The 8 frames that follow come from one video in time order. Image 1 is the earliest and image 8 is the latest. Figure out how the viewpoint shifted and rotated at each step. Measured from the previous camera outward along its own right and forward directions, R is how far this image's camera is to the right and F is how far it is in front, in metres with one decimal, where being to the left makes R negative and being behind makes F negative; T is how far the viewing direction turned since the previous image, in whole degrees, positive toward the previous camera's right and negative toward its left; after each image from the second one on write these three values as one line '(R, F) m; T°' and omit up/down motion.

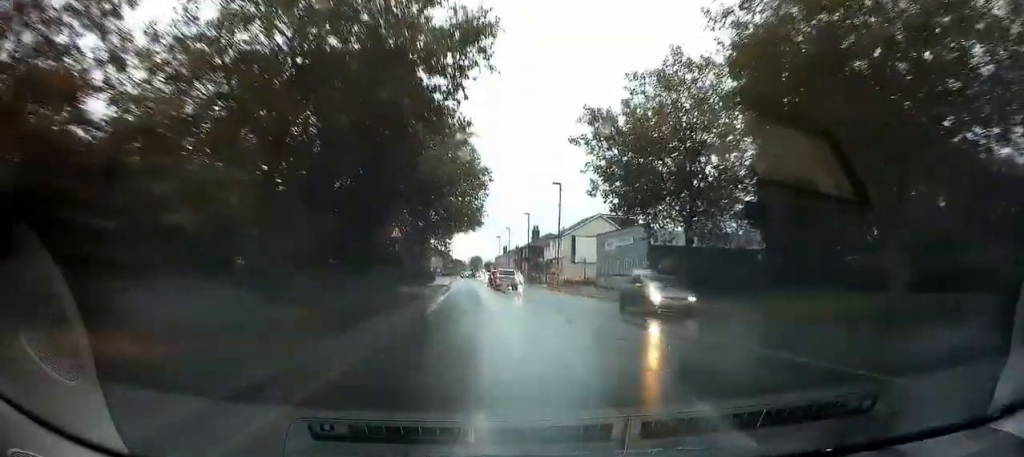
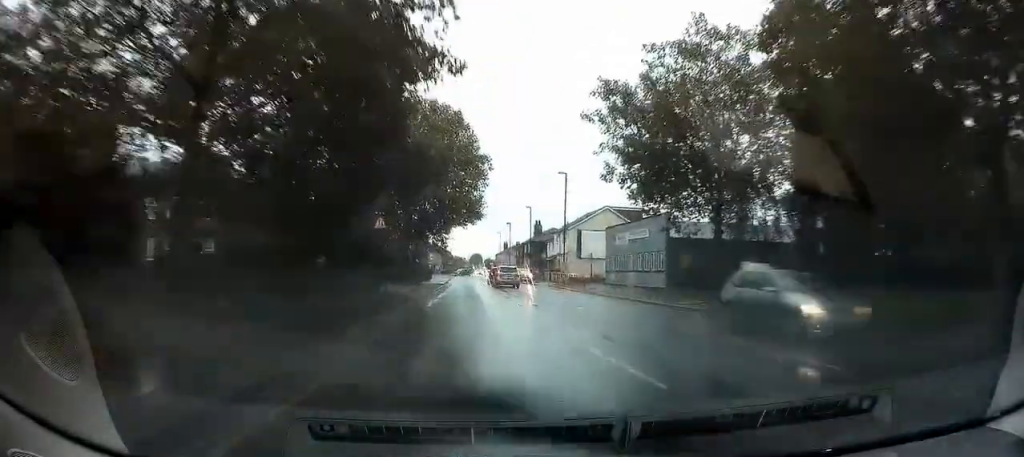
(-0.2, +4.4) m; +1°
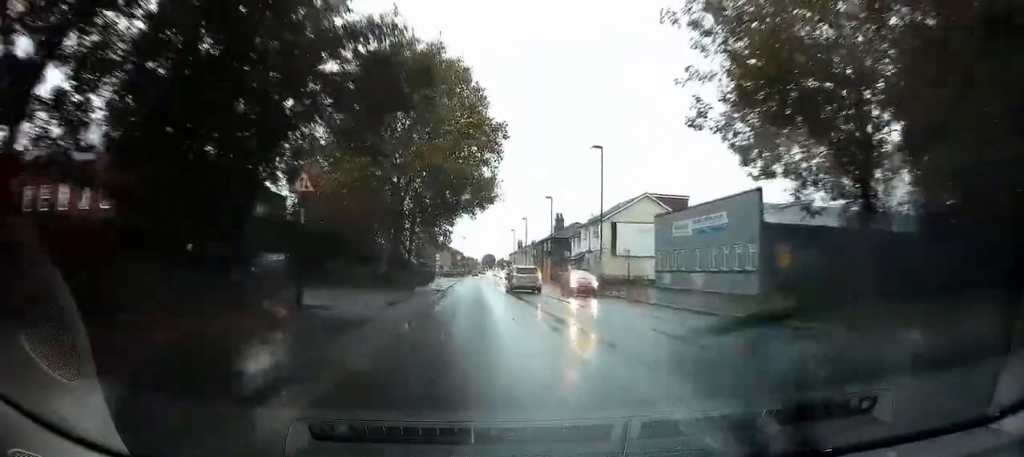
(+0.4, +11.9) m; 0°
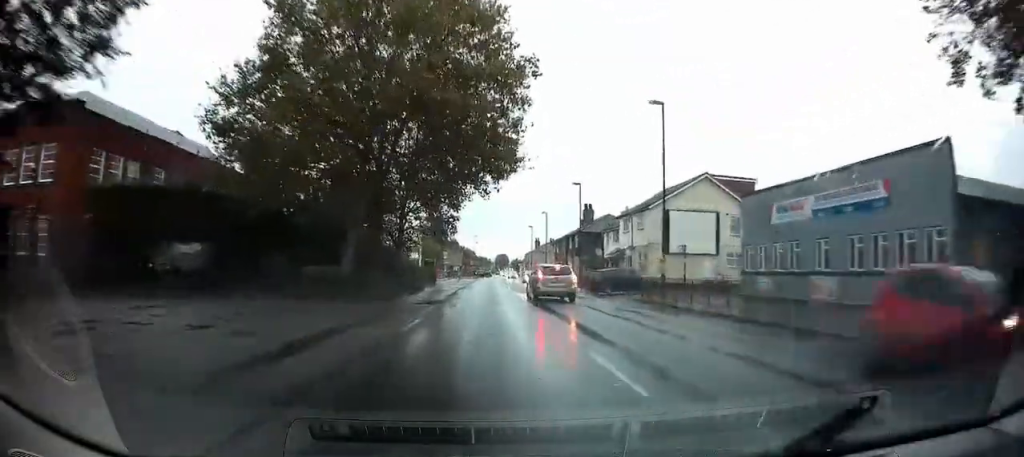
(-0.3, +11.8) m; -2°
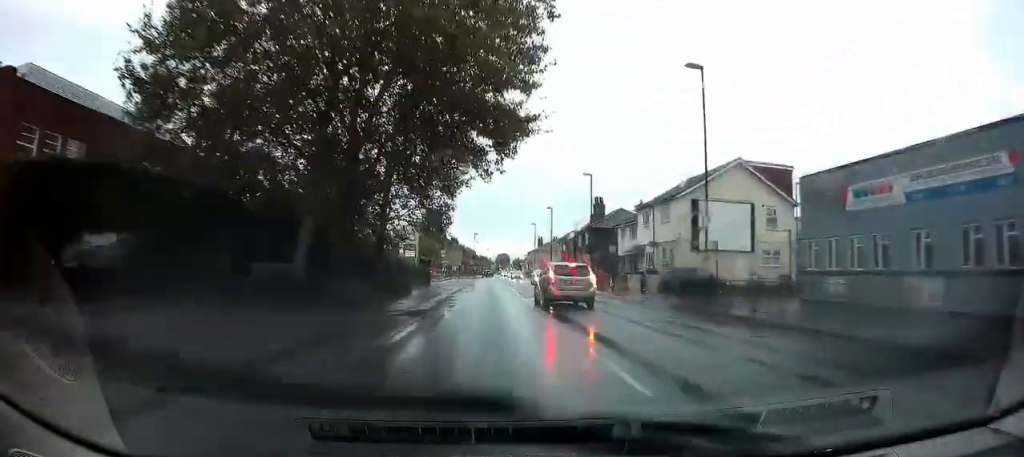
(+0.1, +5.8) m; 0°
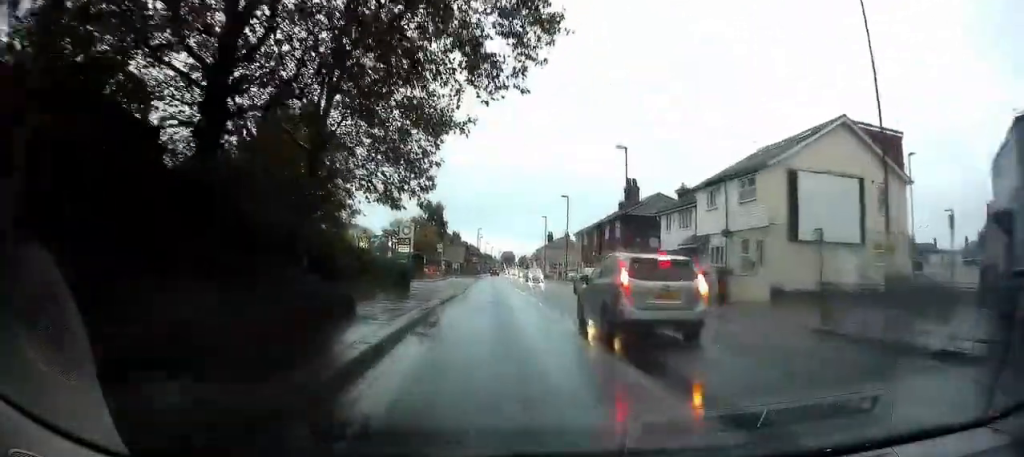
(-0.2, +11.8) m; 0°
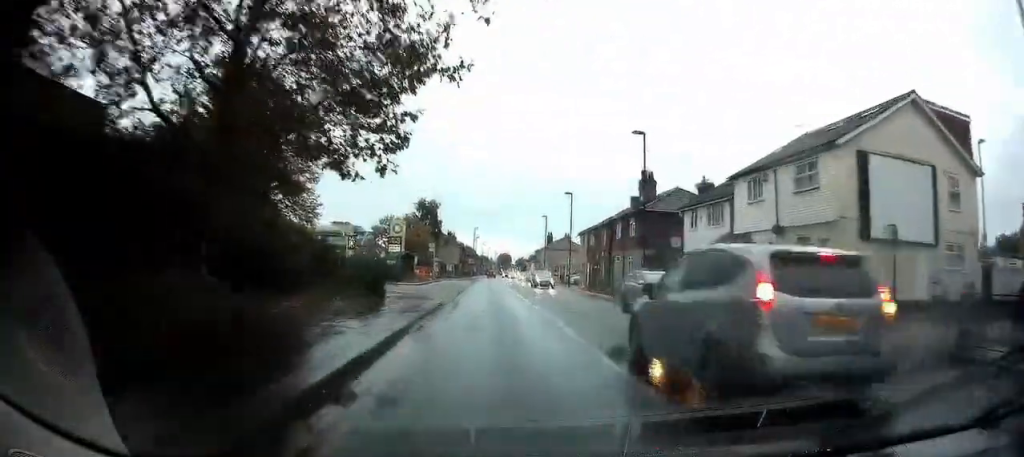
(+0.1, +5.7) m; 0°
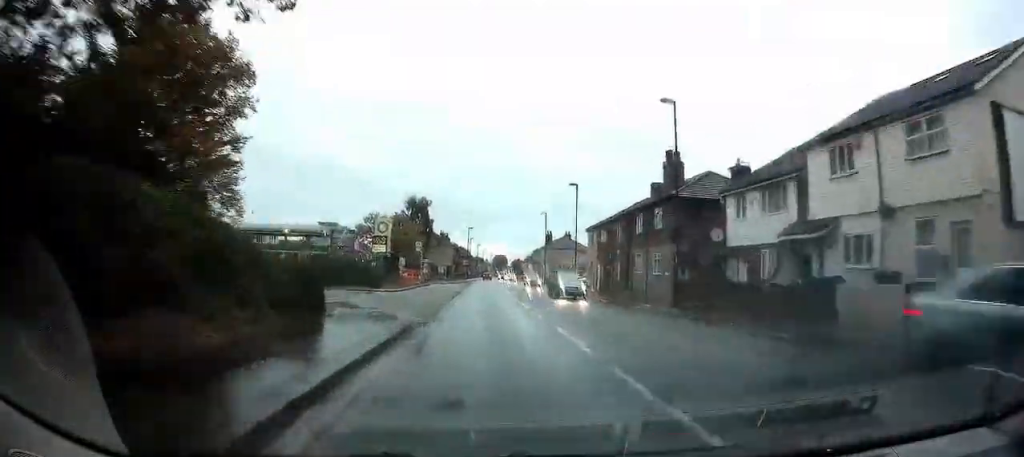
(-0.3, +7.4) m; 0°
